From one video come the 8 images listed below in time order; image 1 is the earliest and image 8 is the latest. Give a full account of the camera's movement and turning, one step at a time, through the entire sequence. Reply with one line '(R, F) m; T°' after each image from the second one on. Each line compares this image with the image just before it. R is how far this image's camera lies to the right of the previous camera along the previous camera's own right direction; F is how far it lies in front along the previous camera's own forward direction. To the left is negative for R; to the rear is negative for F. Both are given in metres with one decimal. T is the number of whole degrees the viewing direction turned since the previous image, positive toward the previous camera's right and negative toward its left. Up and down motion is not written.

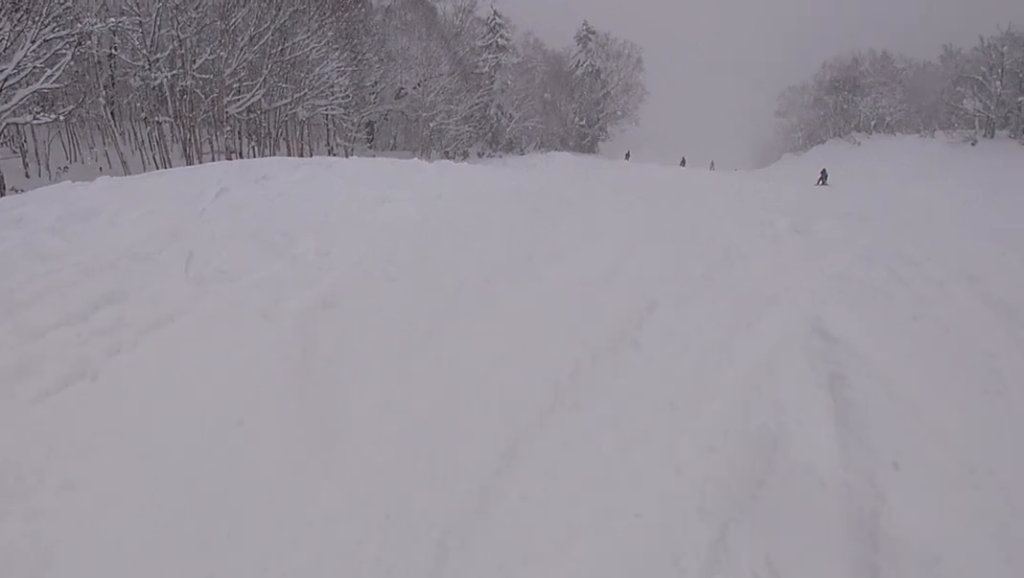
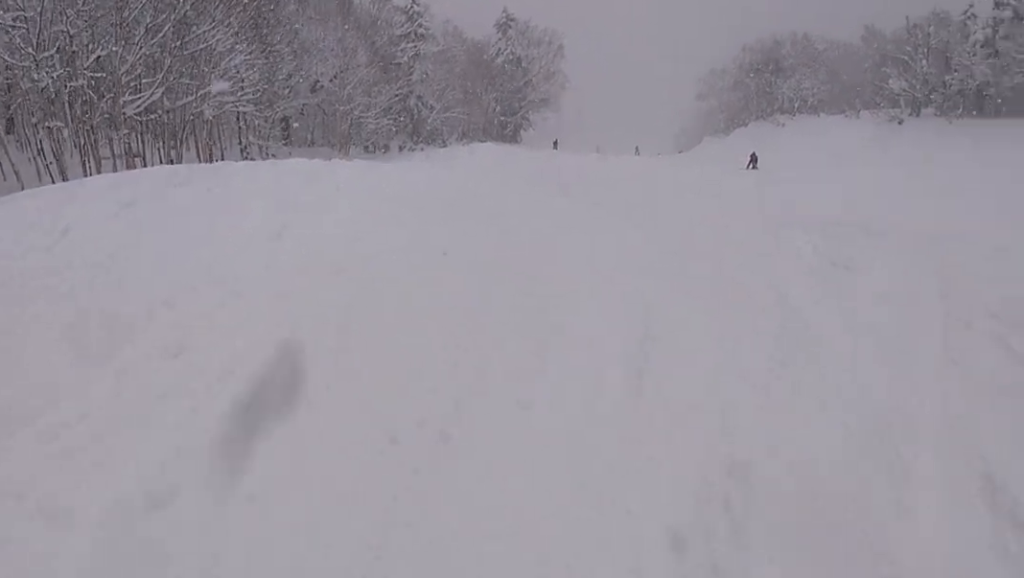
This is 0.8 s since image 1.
(0.0, +2.9) m; +1°
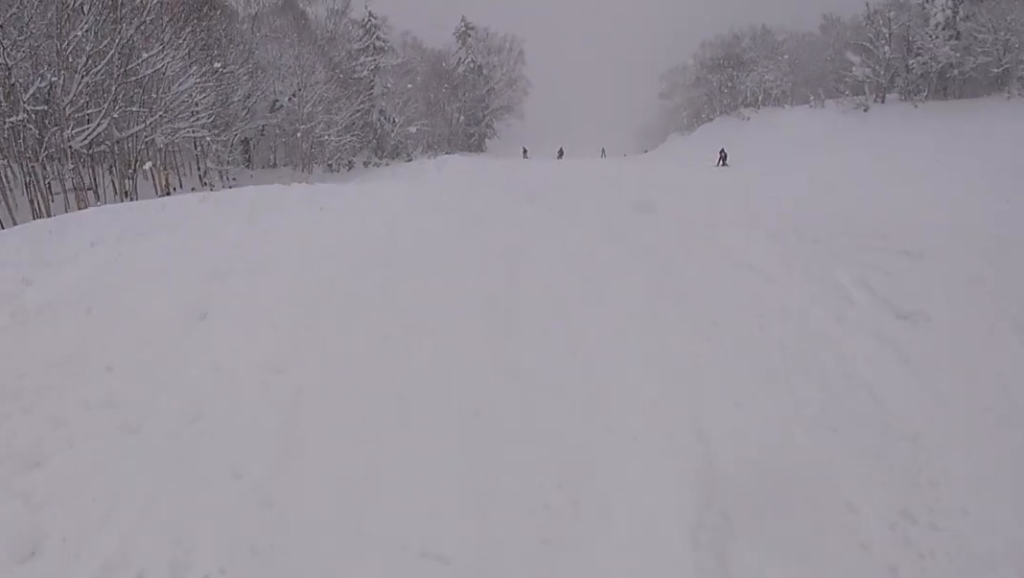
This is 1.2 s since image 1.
(0.0, +1.7) m; +2°
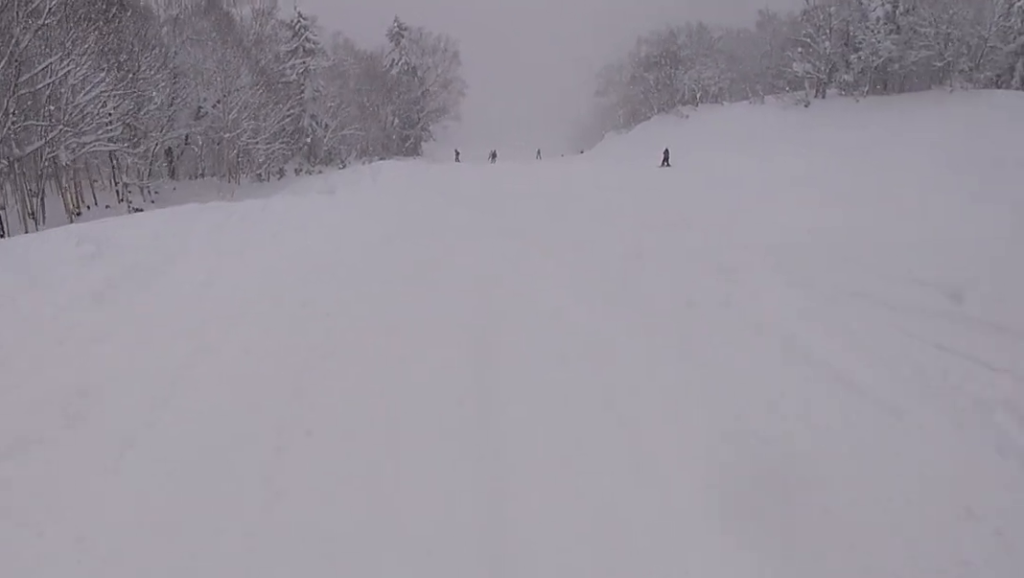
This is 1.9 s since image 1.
(-0.1, +3.3) m; +14°
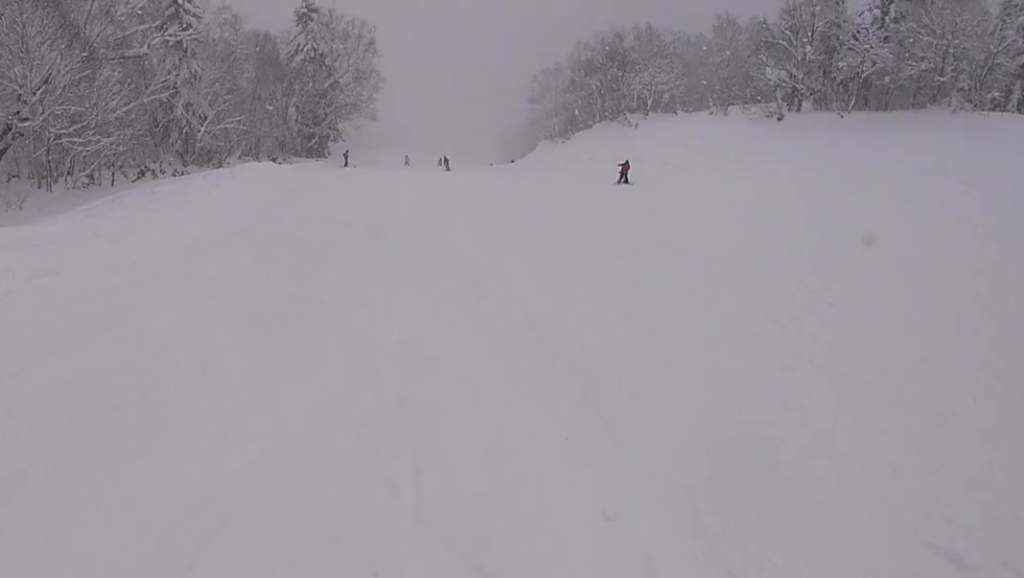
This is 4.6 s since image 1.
(+2.3, +12.9) m; -8°
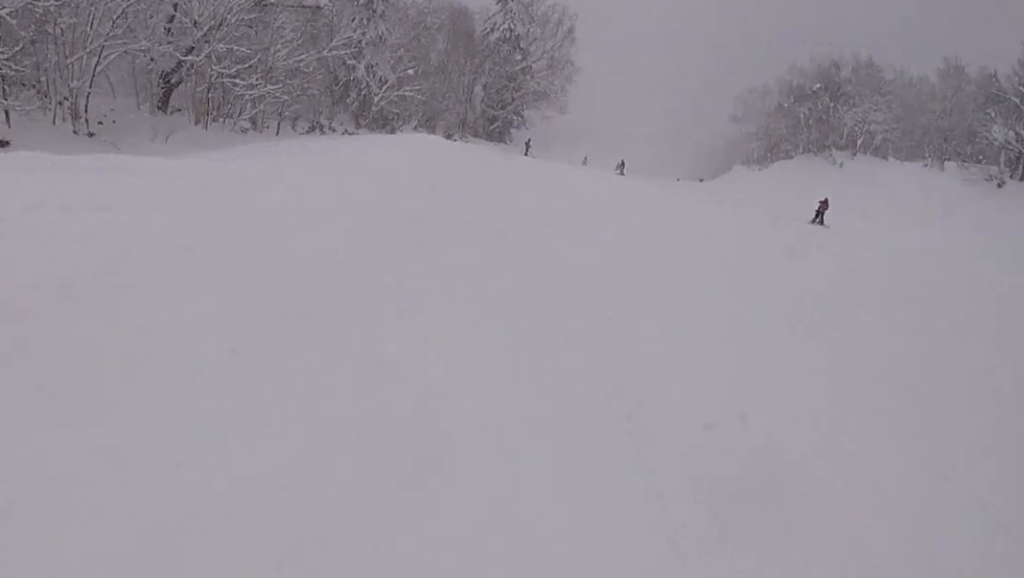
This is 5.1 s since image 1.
(-0.2, +2.2) m; -9°
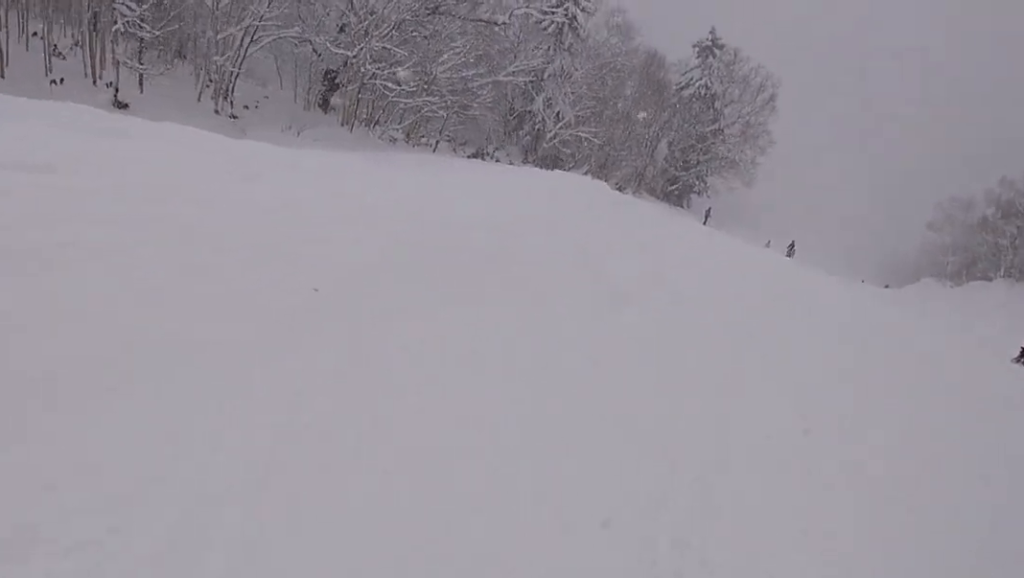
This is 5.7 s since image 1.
(-0.2, +3.0) m; -11°
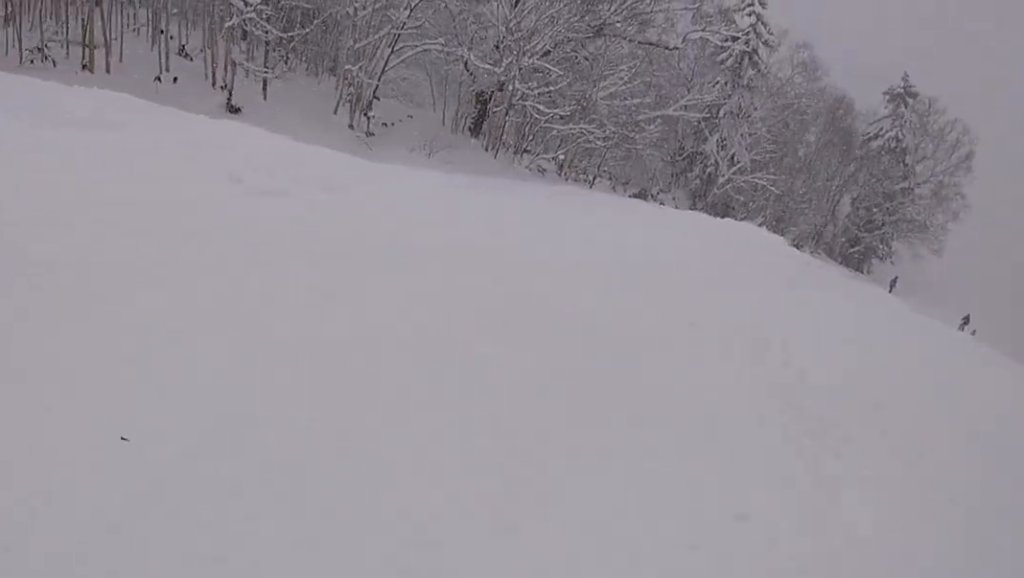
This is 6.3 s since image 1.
(-0.2, +2.9) m; -2°
